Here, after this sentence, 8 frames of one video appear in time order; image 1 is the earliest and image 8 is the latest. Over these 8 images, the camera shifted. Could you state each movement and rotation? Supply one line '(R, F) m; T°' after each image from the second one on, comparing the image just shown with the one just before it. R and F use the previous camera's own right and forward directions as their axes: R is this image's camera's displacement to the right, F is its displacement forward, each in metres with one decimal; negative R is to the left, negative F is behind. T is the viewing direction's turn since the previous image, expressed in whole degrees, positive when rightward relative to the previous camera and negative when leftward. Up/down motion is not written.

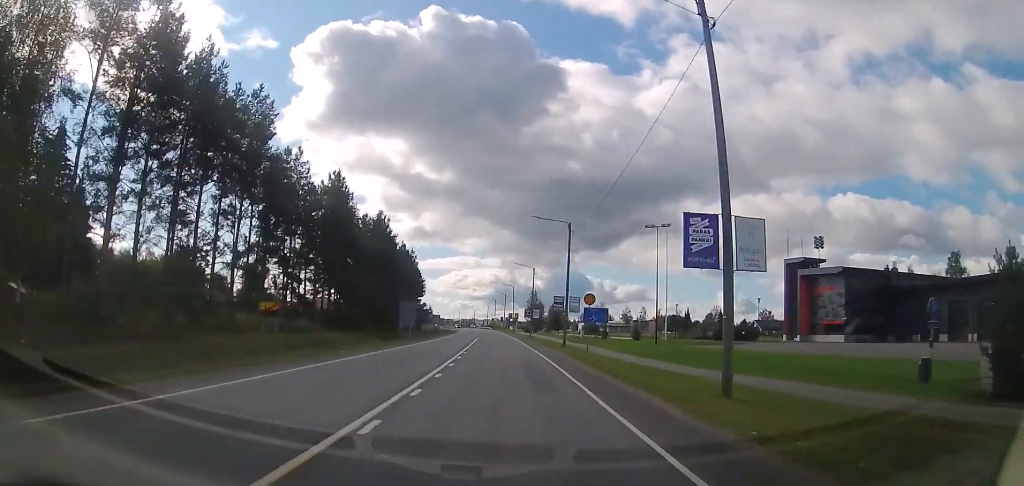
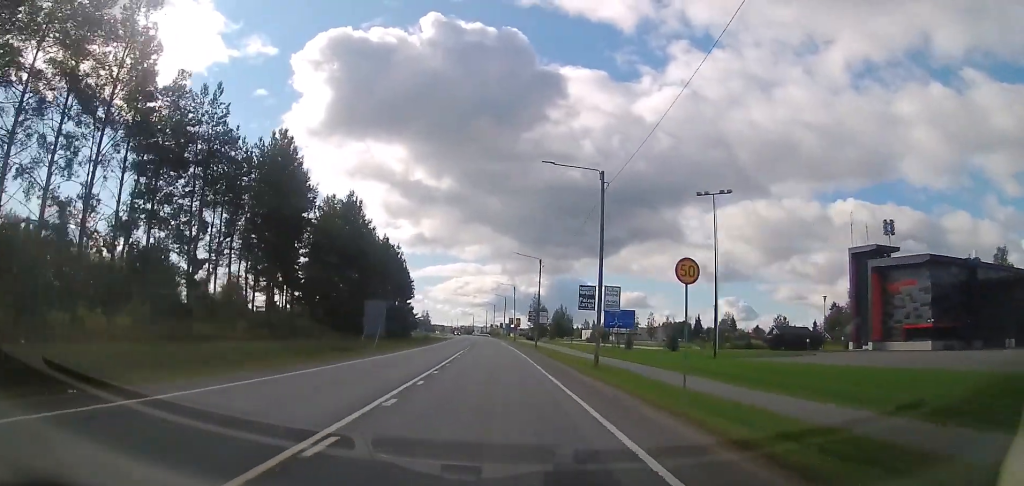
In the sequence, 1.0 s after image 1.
(-0.1, +17.2) m; 0°
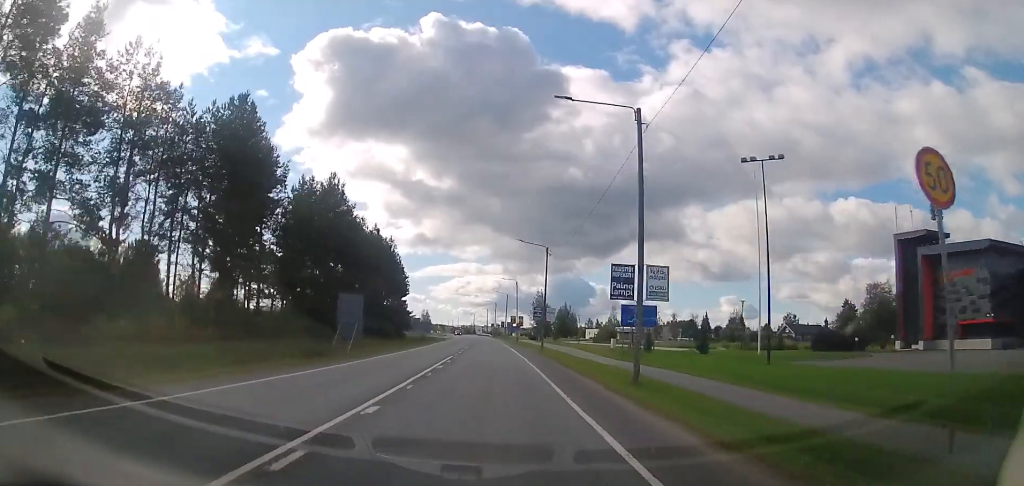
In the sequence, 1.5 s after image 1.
(0.0, +8.9) m; +1°
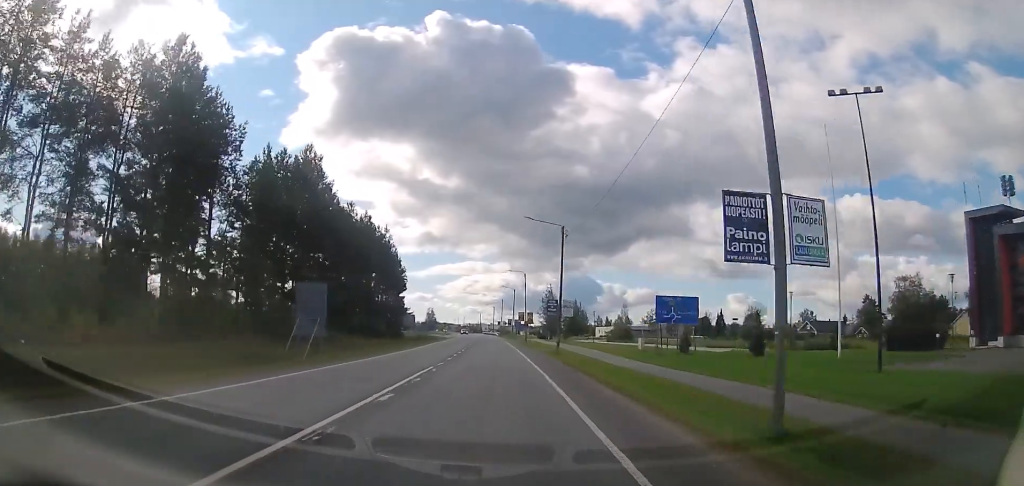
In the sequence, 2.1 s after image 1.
(+0.1, +10.6) m; 0°
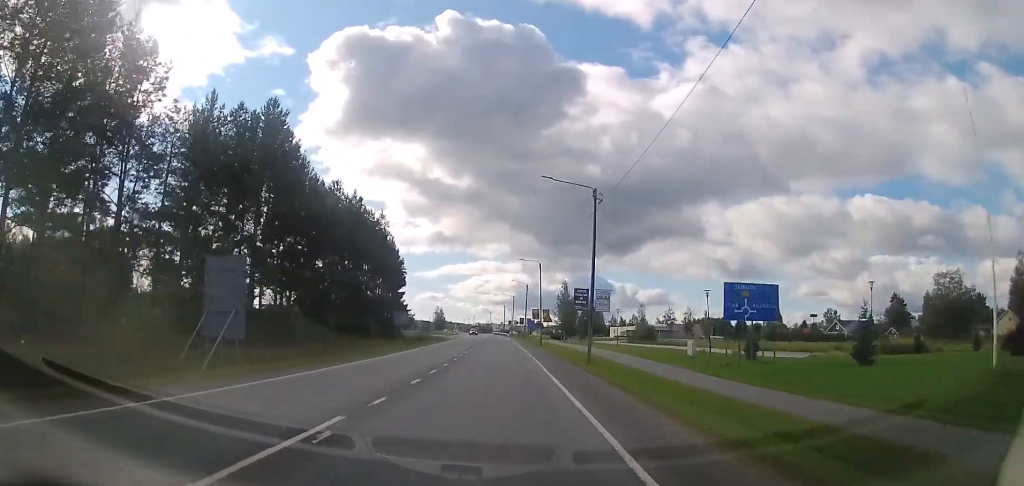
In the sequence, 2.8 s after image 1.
(0.0, +12.4) m; -1°
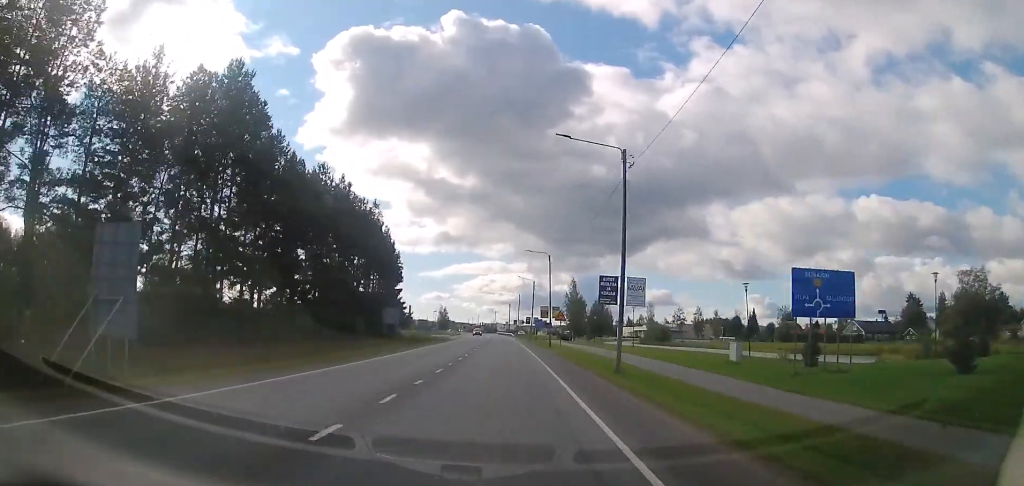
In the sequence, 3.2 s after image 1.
(-0.2, +7.7) m; -1°
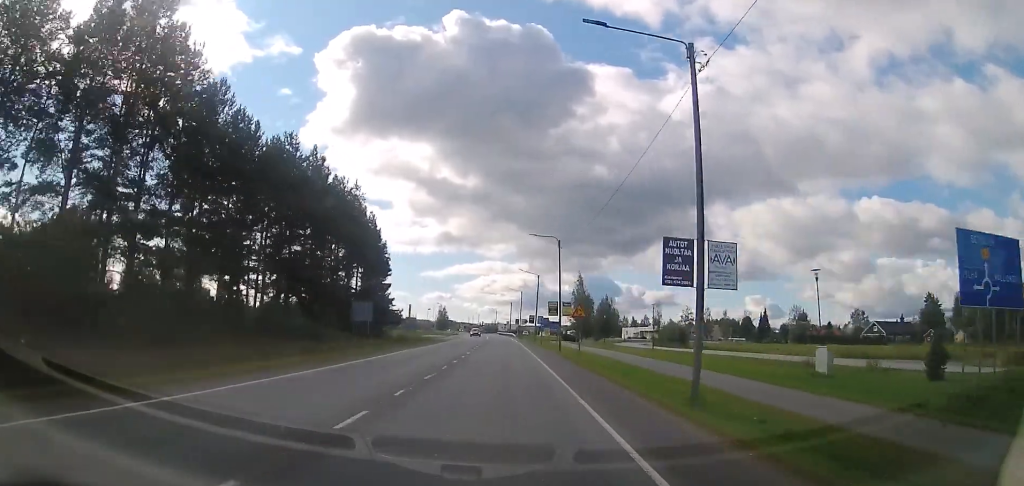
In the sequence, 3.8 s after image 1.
(-0.1, +10.7) m; -1°
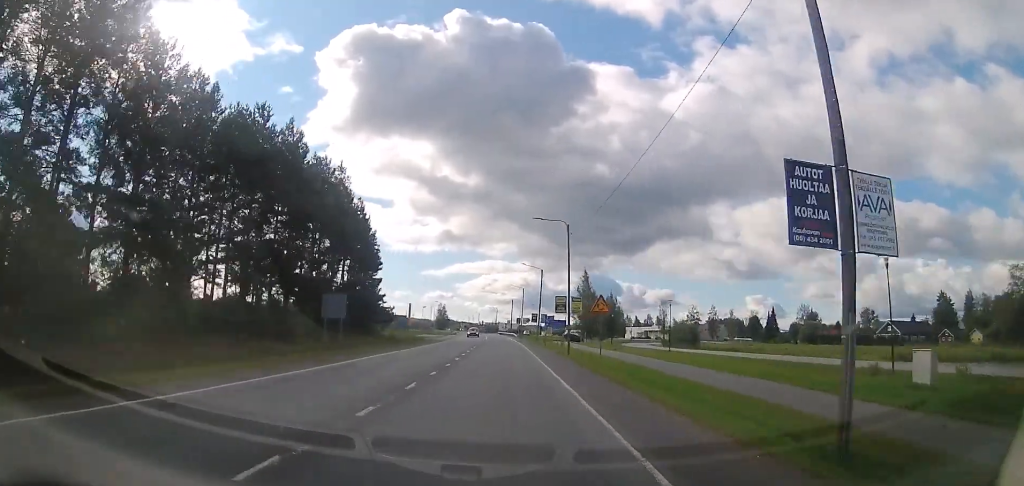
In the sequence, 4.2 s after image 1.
(0.0, +7.1) m; 0°
